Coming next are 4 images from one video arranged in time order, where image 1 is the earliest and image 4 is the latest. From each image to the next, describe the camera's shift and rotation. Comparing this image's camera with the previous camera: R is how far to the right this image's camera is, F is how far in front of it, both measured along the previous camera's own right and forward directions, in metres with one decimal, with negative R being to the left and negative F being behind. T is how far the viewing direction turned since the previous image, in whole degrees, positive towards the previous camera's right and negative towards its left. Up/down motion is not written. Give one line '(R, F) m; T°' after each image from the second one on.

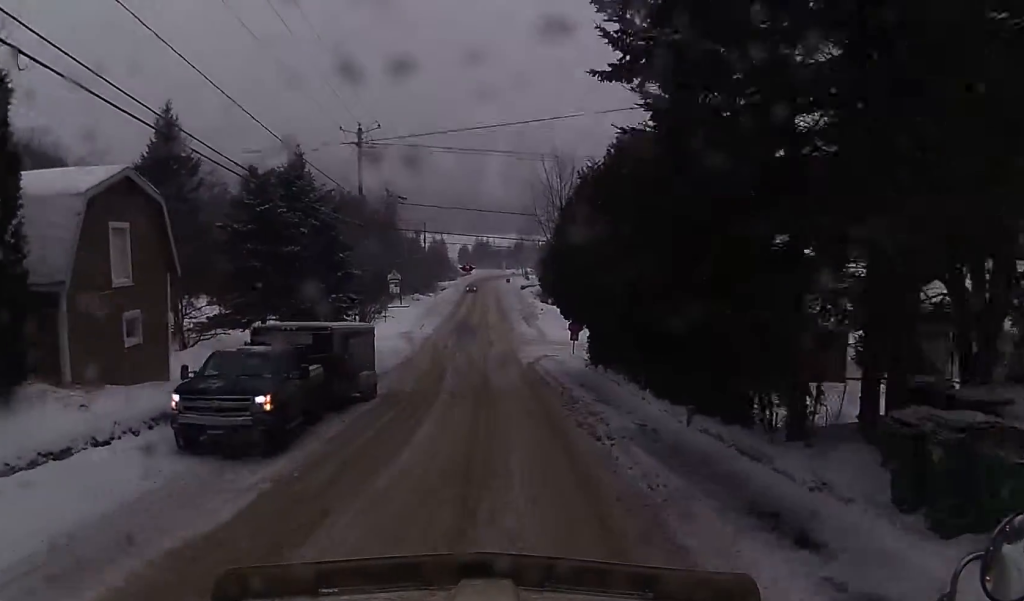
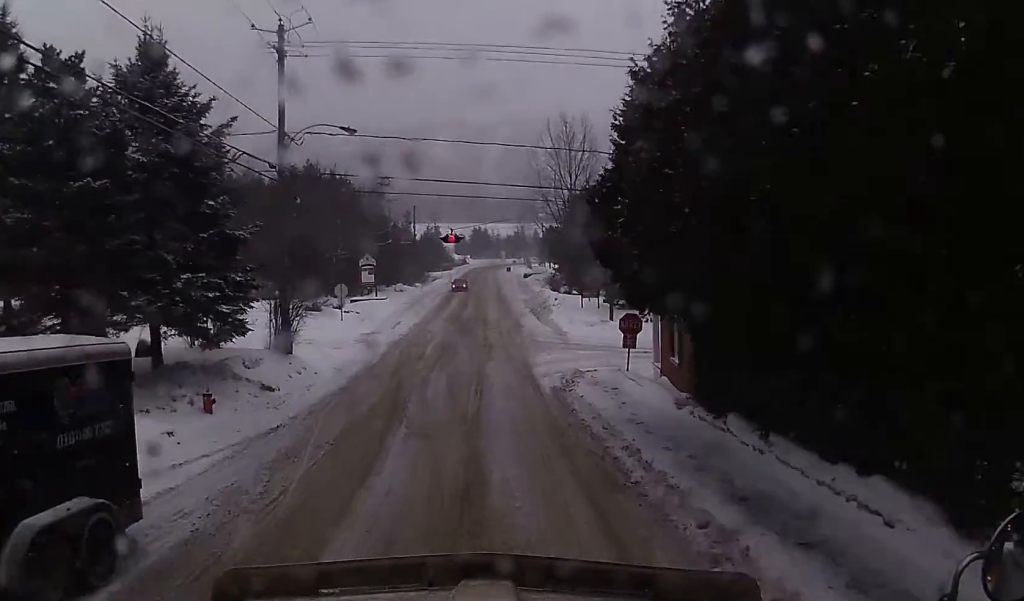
(-0.2, +17.9) m; -1°
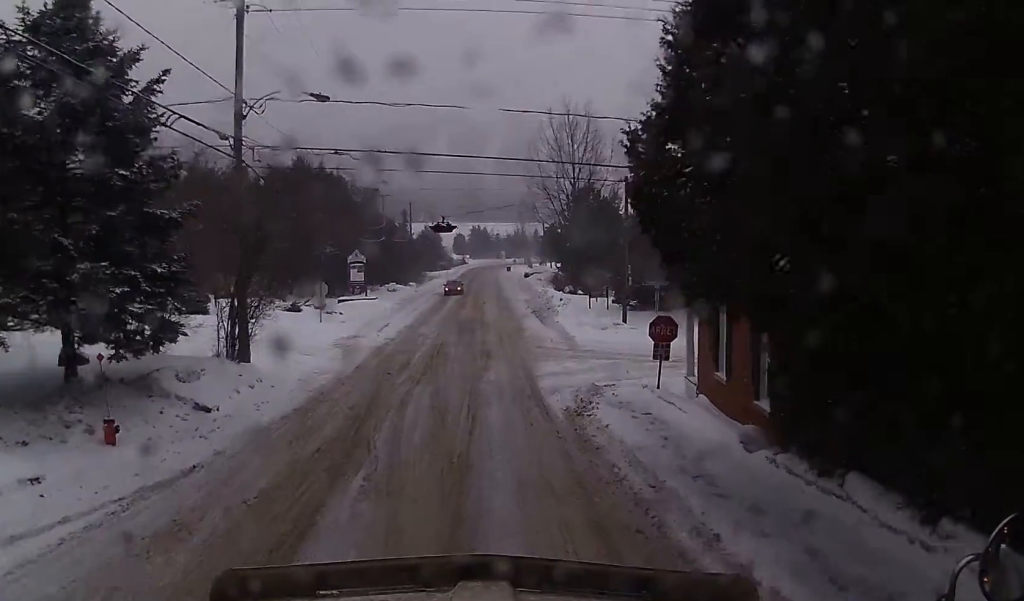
(+0.1, +5.4) m; +1°
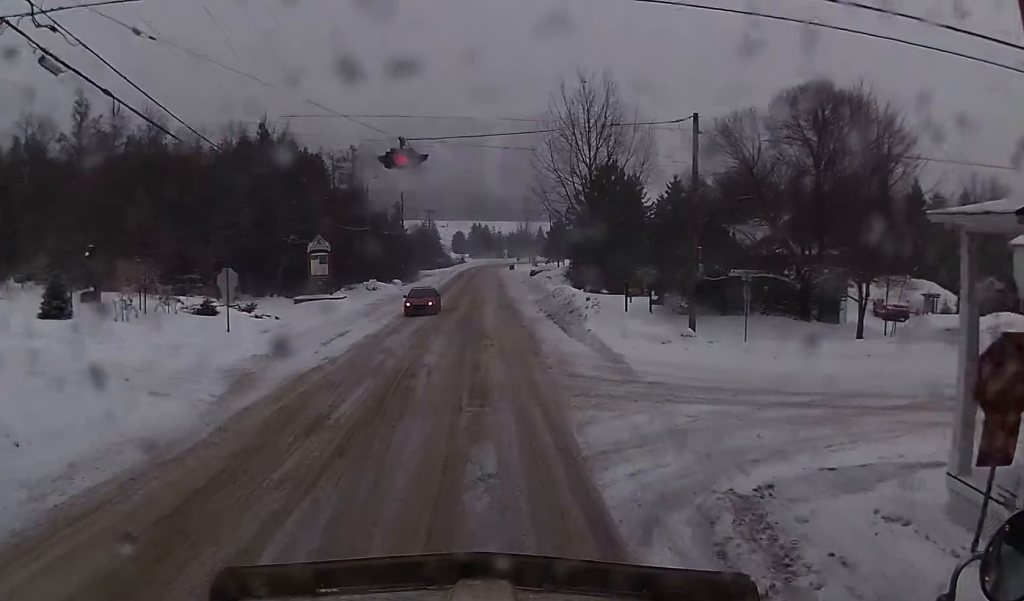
(+0.1, +15.3) m; +2°
